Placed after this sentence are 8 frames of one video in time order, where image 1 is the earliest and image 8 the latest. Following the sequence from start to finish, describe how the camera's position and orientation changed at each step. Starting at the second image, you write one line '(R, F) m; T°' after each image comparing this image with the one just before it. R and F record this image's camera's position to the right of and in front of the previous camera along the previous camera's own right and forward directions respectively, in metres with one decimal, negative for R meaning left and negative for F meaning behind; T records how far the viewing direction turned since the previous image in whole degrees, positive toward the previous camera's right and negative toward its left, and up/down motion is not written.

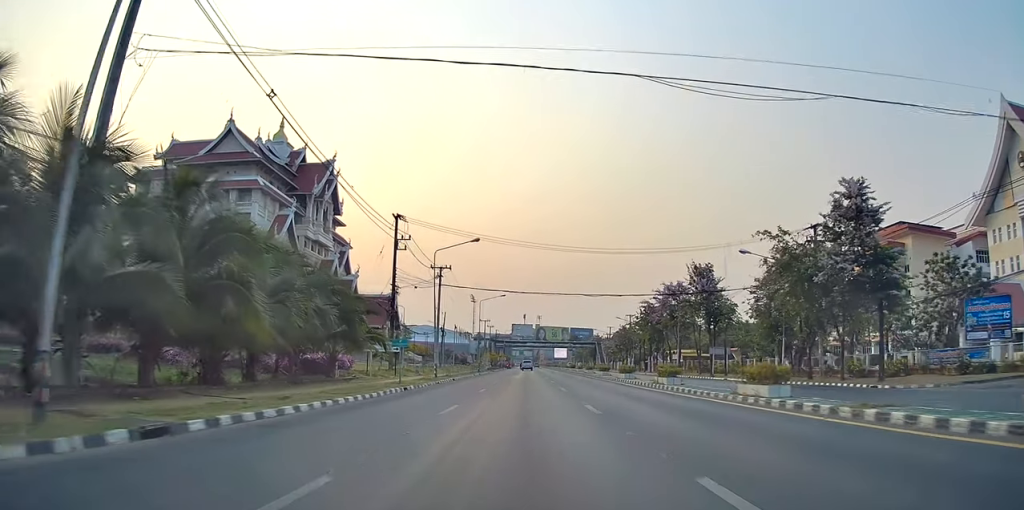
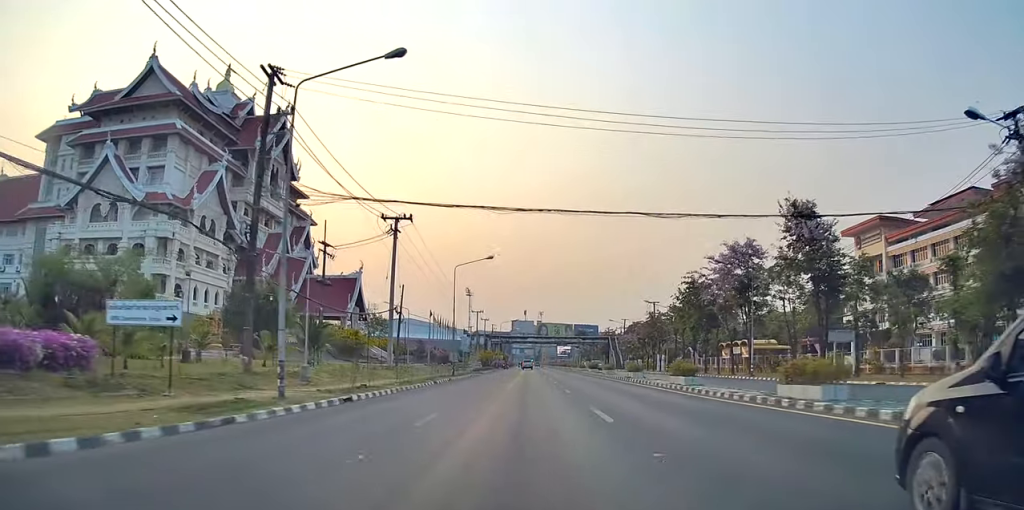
(-1.0, +27.3) m; -2°
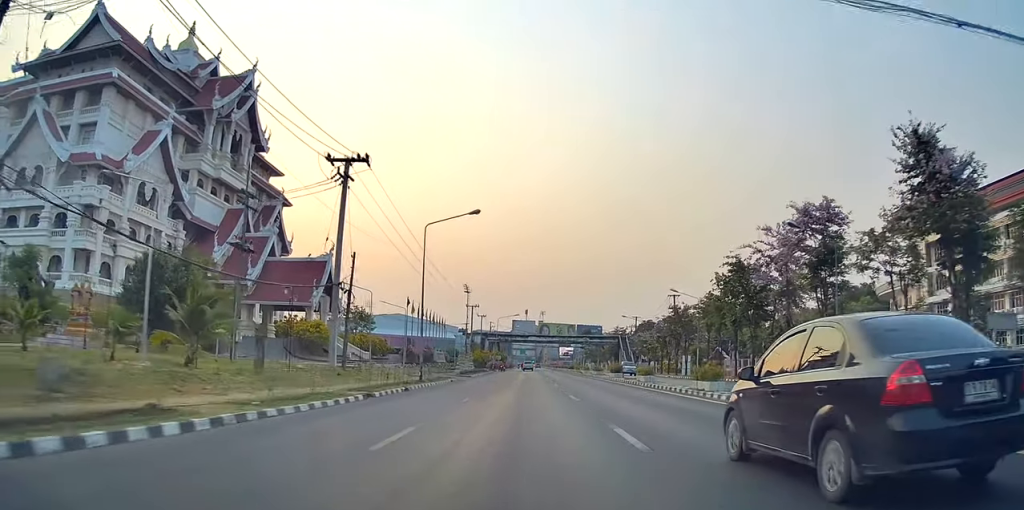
(+0.5, +15.7) m; +3°
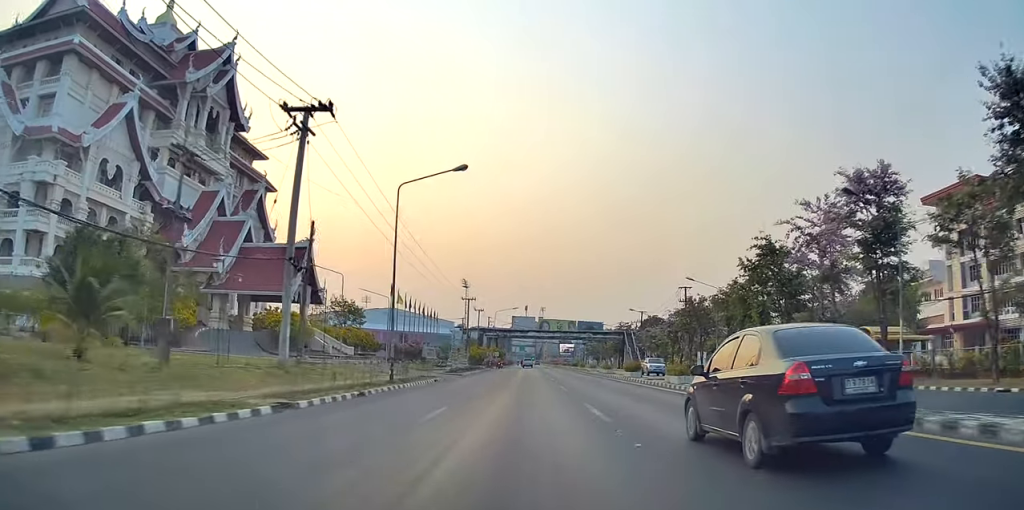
(0.0, +7.6) m; 0°
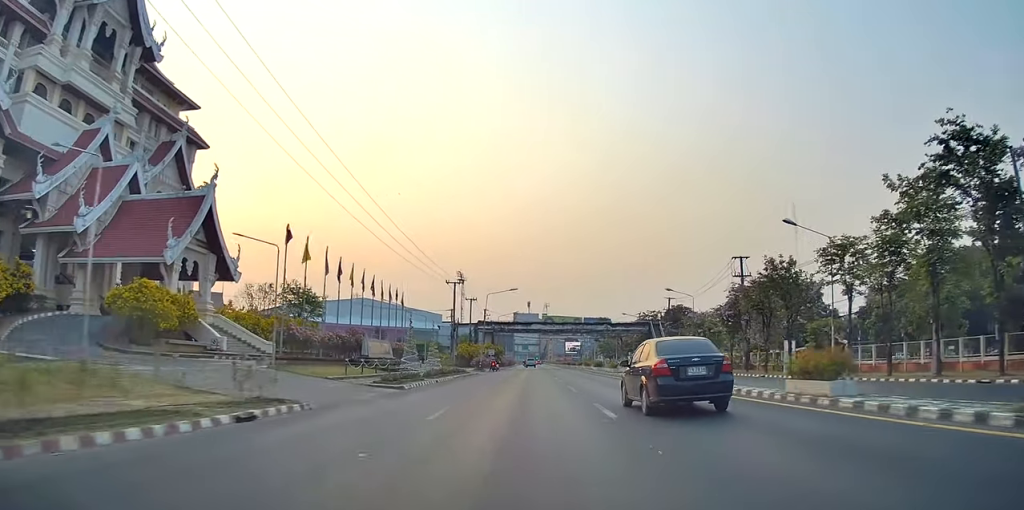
(-0.3, +25.1) m; -2°
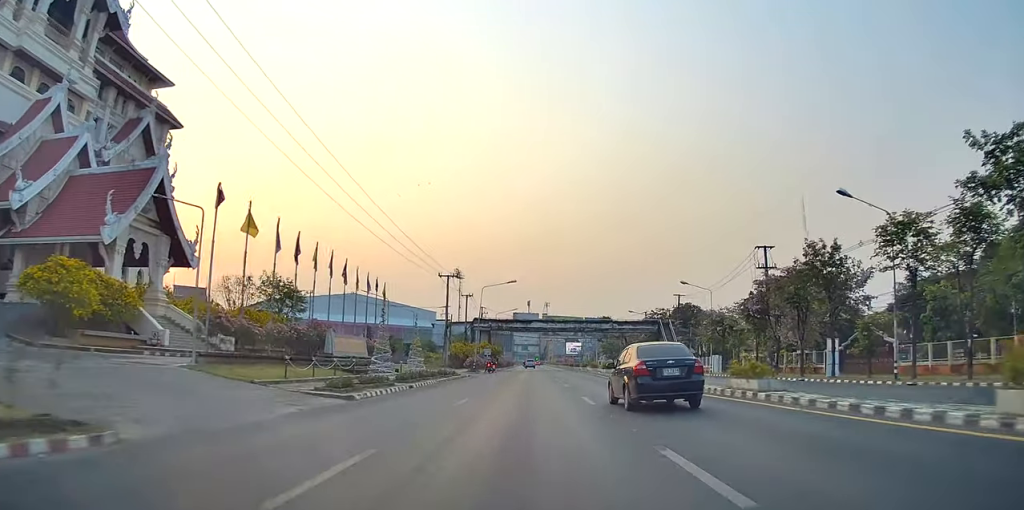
(-0.3, +7.8) m; 0°
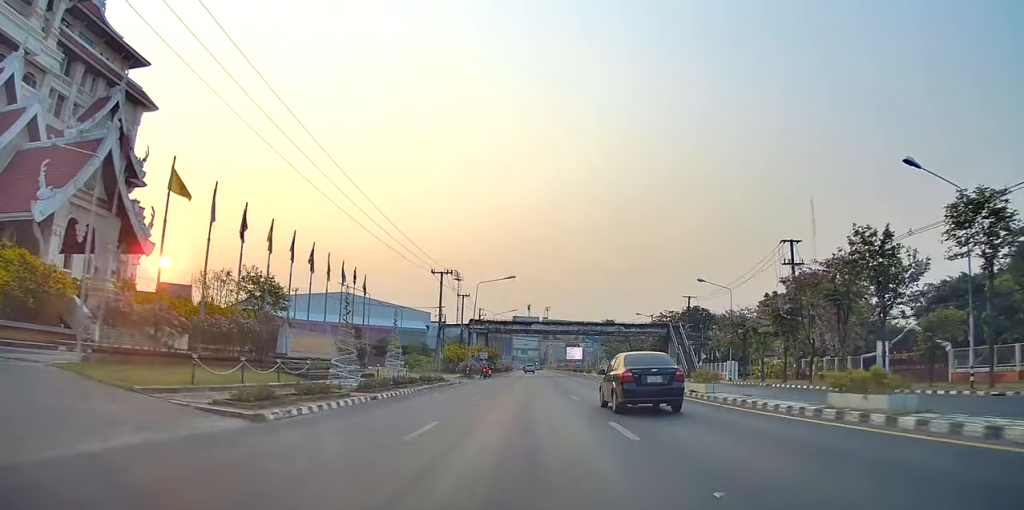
(0.0, +6.4) m; +1°
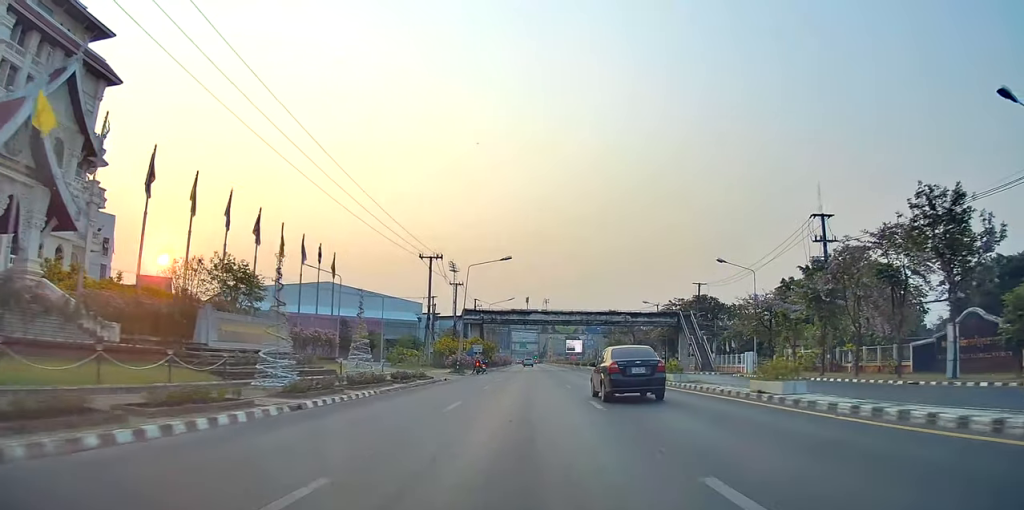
(+0.2, +7.3) m; +1°
